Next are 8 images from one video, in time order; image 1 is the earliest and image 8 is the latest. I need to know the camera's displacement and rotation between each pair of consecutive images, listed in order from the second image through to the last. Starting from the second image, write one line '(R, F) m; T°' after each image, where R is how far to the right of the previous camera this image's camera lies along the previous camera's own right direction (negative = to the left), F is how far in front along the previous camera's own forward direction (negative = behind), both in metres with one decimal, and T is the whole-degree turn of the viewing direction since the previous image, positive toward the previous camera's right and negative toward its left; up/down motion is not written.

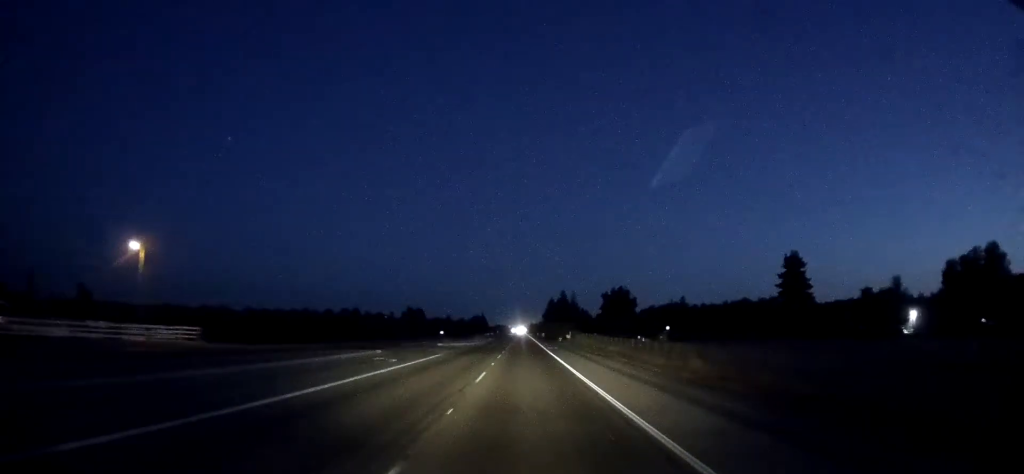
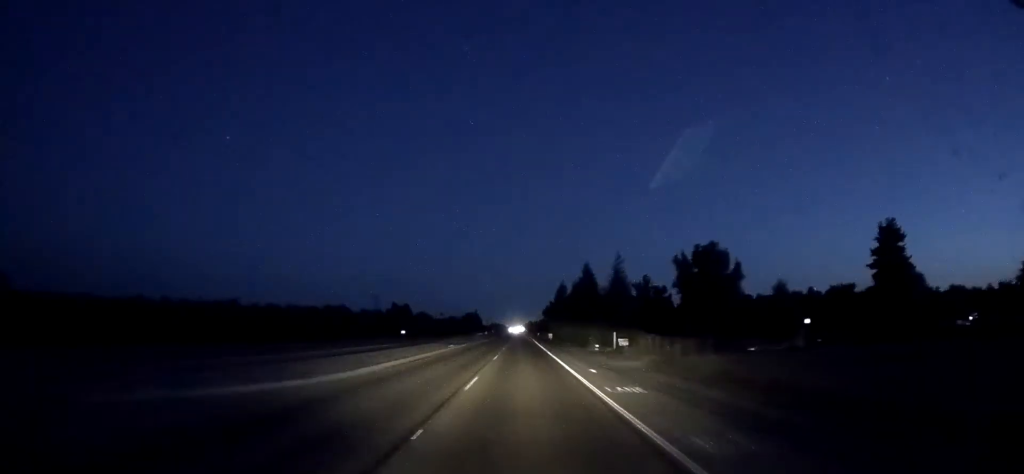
(0.0, +46.9) m; 0°
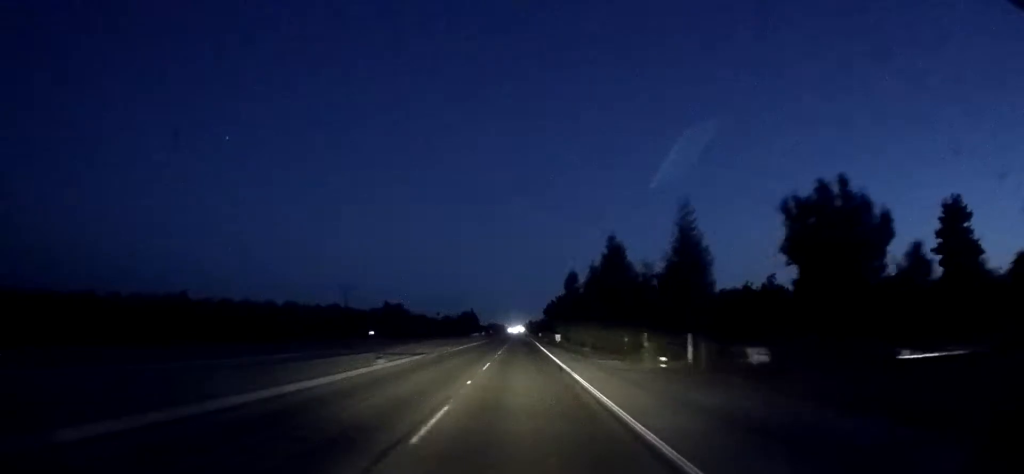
(0.0, +21.8) m; 0°
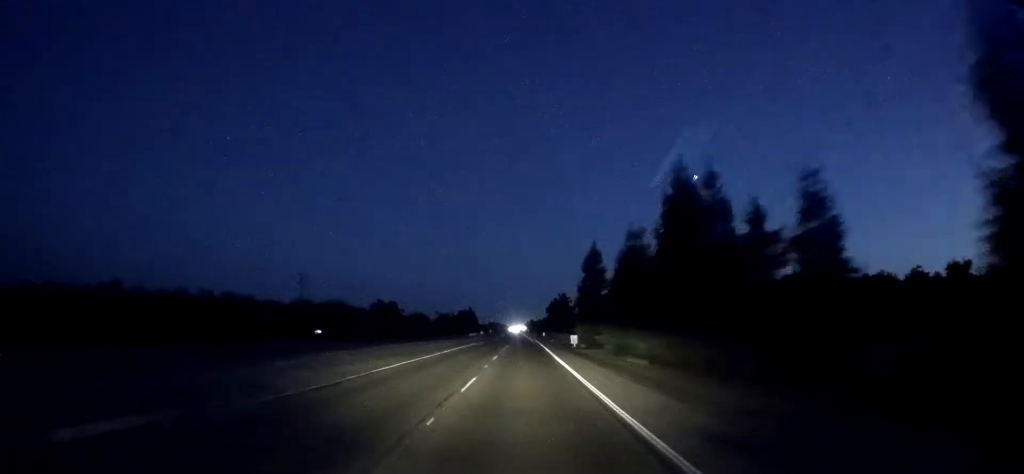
(0.0, +22.8) m; 0°
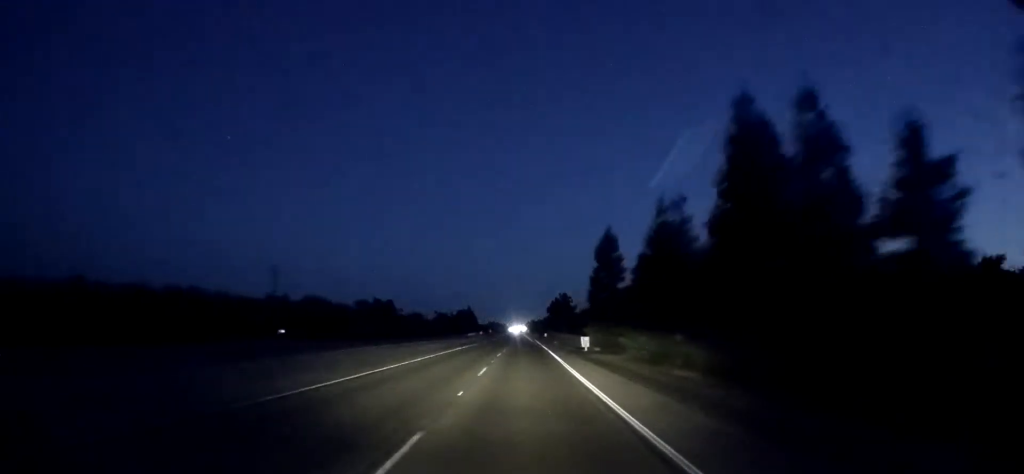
(0.0, +9.8) m; 0°
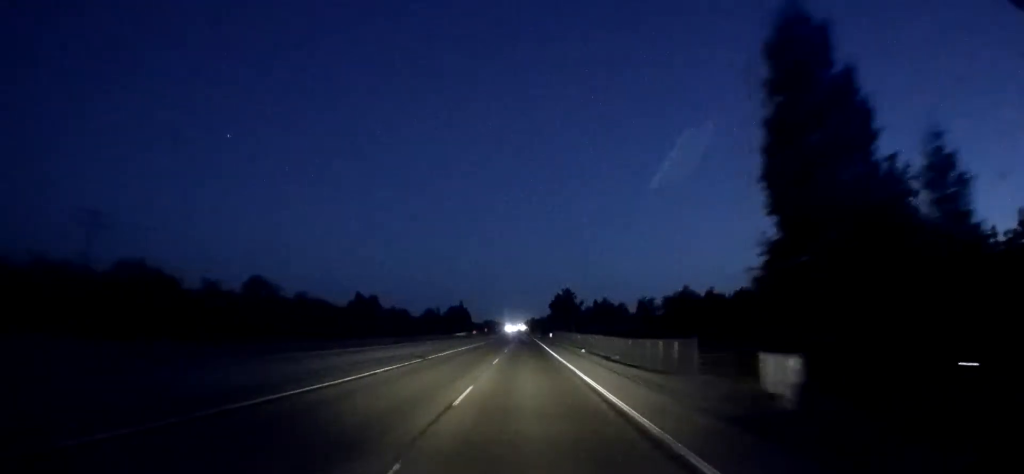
(0.0, +36.8) m; +1°
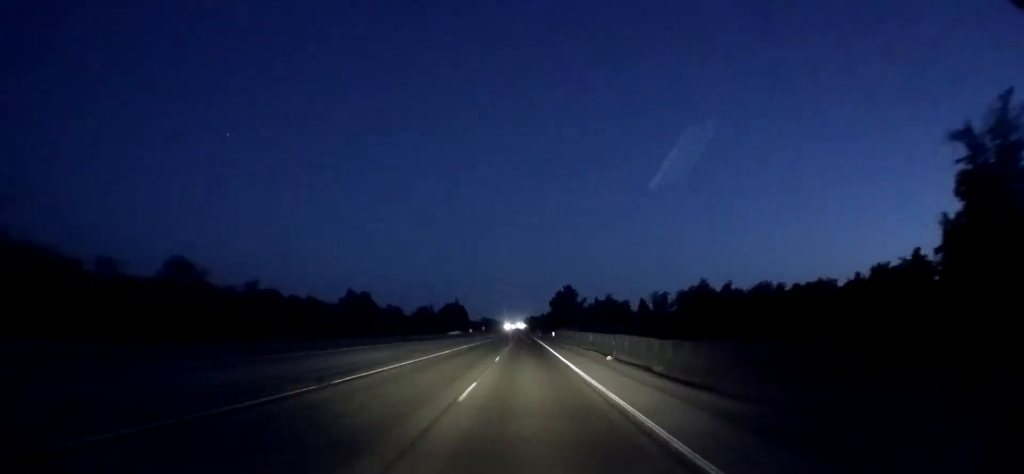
(0.0, +13.9) m; +1°
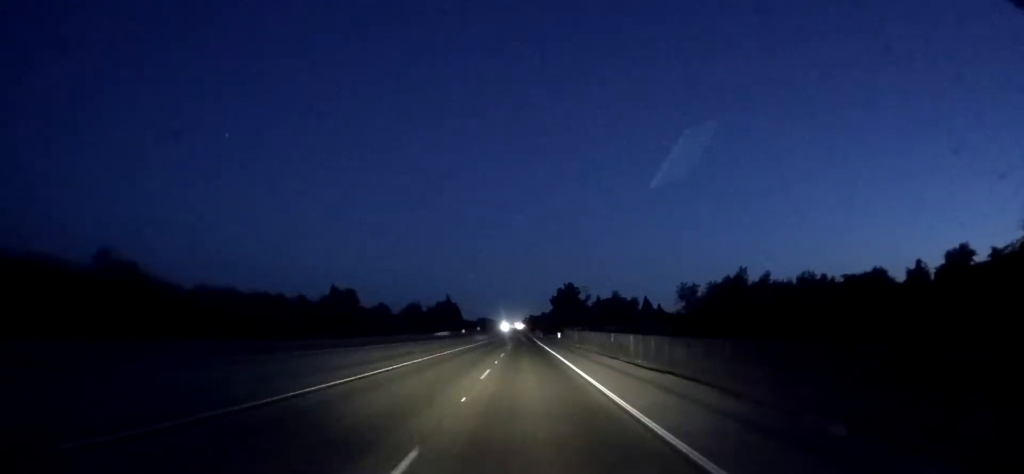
(+0.5, +23.8) m; 0°
